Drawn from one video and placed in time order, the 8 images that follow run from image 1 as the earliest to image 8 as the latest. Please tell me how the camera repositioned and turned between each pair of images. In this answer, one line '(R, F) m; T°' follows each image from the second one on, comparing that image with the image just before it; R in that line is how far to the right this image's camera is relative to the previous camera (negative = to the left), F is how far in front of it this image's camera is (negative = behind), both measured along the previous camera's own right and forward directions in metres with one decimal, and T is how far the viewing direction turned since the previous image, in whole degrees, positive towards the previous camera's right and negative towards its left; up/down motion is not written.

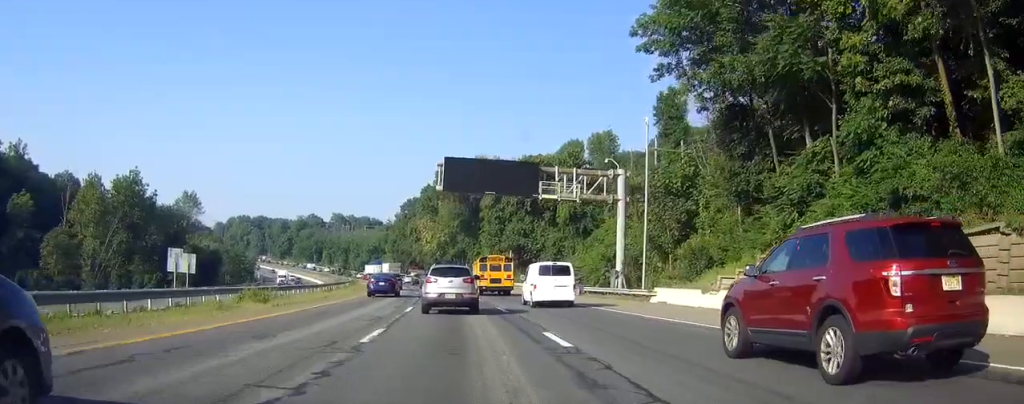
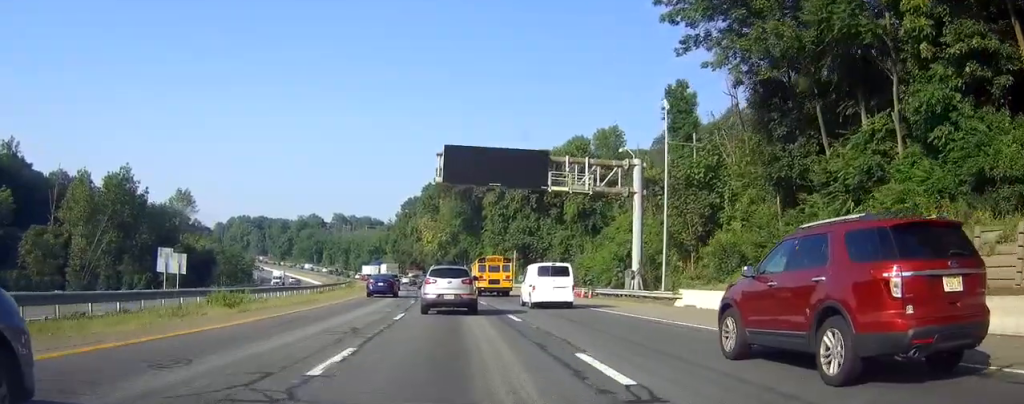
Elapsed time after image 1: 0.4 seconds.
(-0.1, +4.2) m; 0°
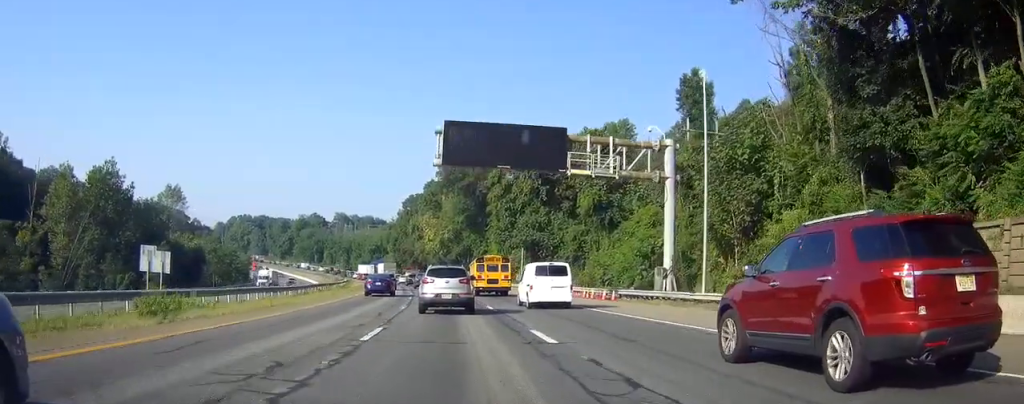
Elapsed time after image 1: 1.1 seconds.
(+0.1, +6.6) m; -1°
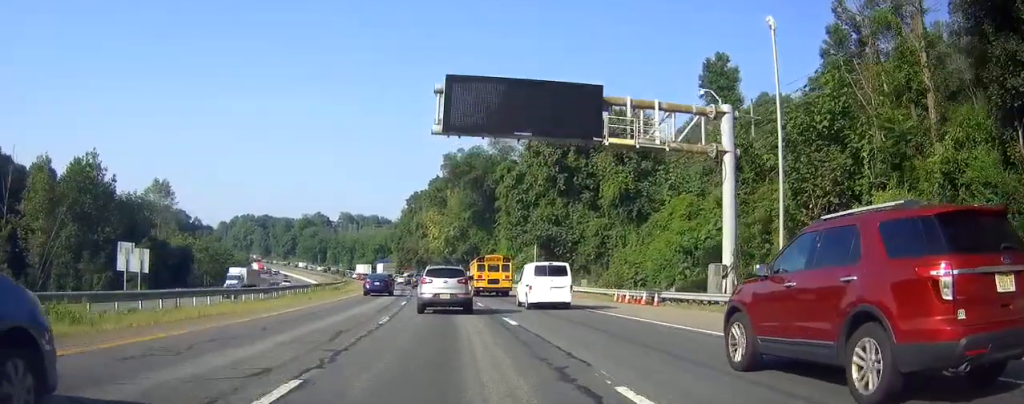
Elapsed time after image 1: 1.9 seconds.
(-0.1, +8.1) m; -1°
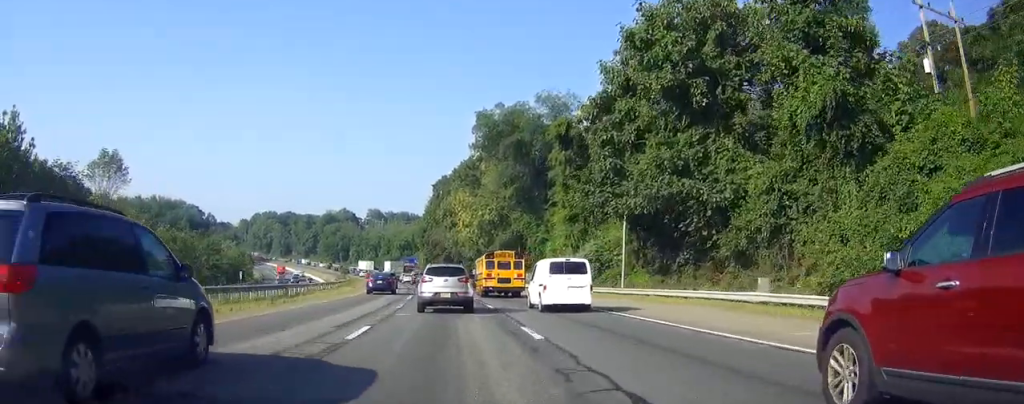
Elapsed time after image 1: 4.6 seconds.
(-0.9, +29.4) m; -2°
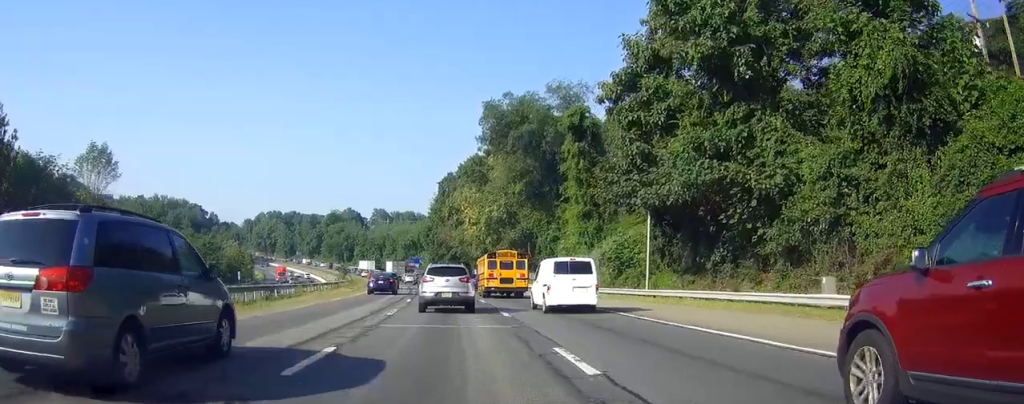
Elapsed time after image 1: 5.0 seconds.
(0.0, +5.0) m; 0°
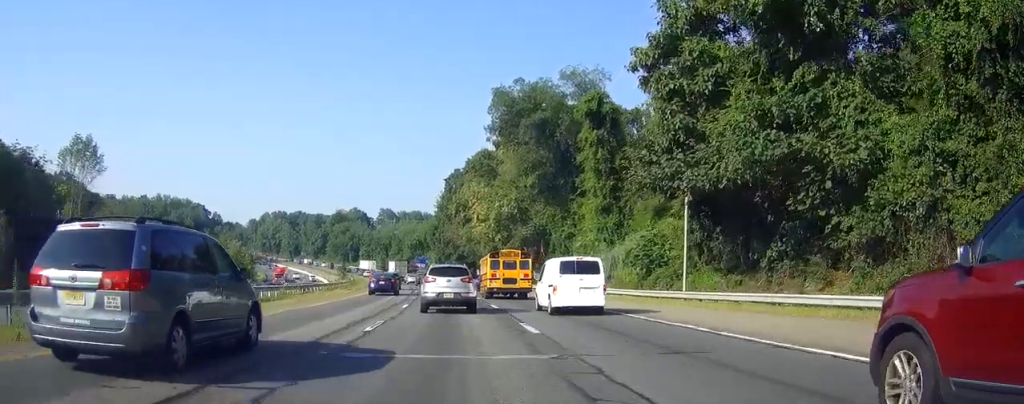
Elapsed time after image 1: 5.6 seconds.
(0.0, +6.2) m; 0°
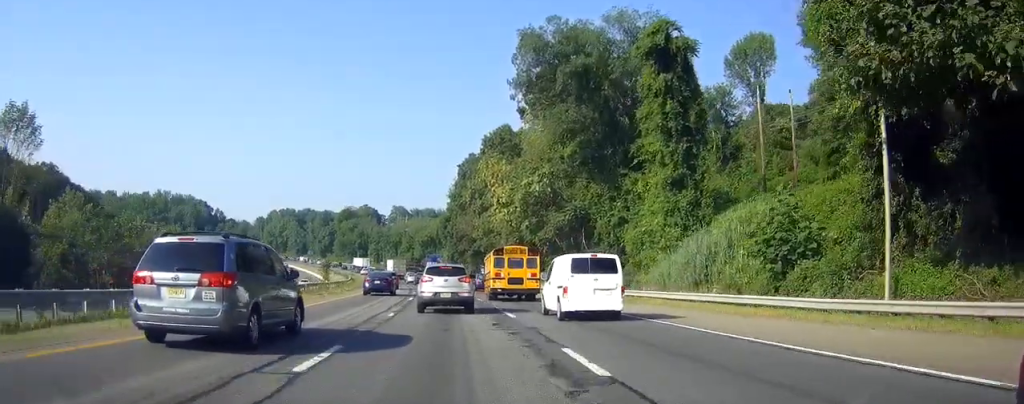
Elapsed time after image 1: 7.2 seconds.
(-0.6, +18.6) m; -3°
